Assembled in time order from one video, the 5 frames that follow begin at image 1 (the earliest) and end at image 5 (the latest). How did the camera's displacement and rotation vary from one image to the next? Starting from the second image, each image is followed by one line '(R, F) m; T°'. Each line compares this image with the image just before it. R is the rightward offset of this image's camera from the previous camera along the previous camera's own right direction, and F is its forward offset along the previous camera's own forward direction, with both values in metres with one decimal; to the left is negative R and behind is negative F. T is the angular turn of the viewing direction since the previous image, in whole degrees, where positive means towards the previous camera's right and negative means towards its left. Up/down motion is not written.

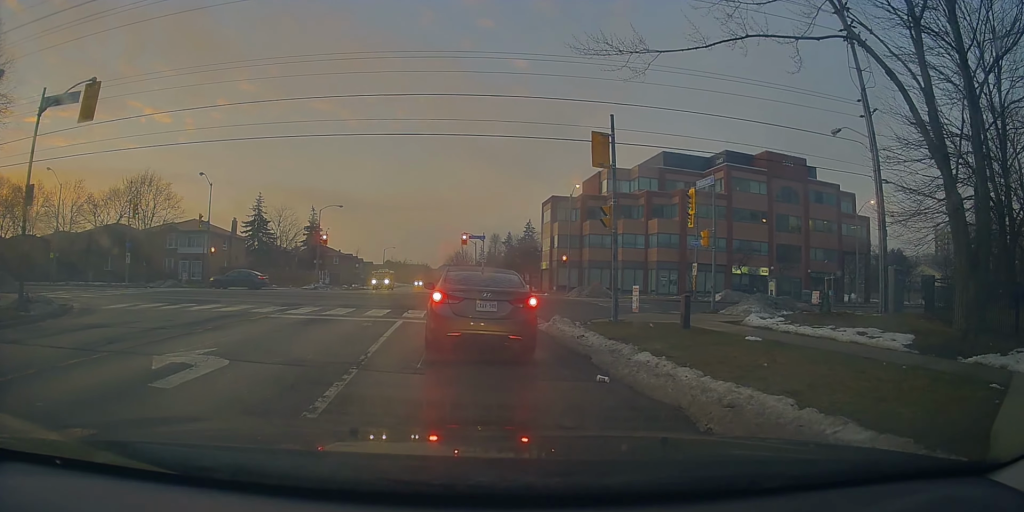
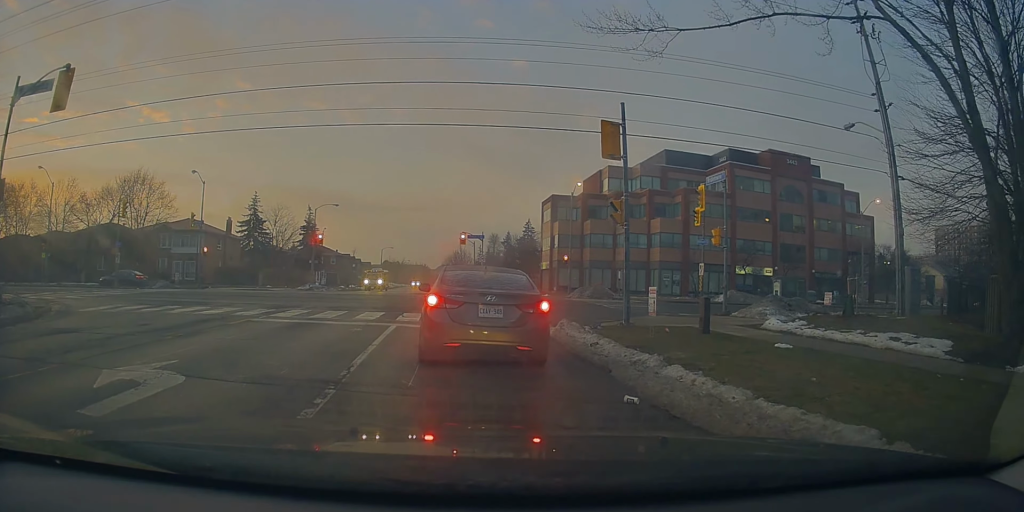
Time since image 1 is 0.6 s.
(+0.1, +1.2) m; +2°
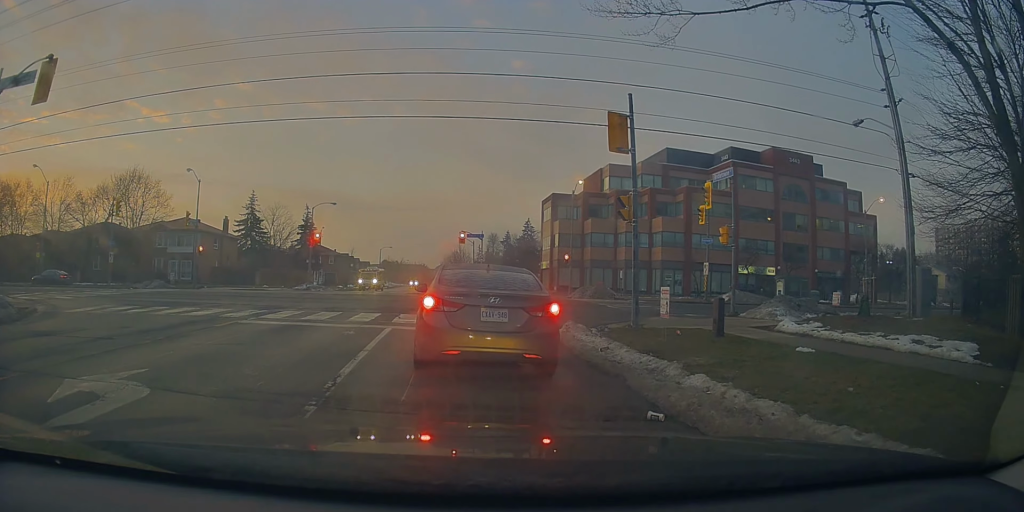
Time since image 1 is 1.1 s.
(+0.2, +0.9) m; 0°
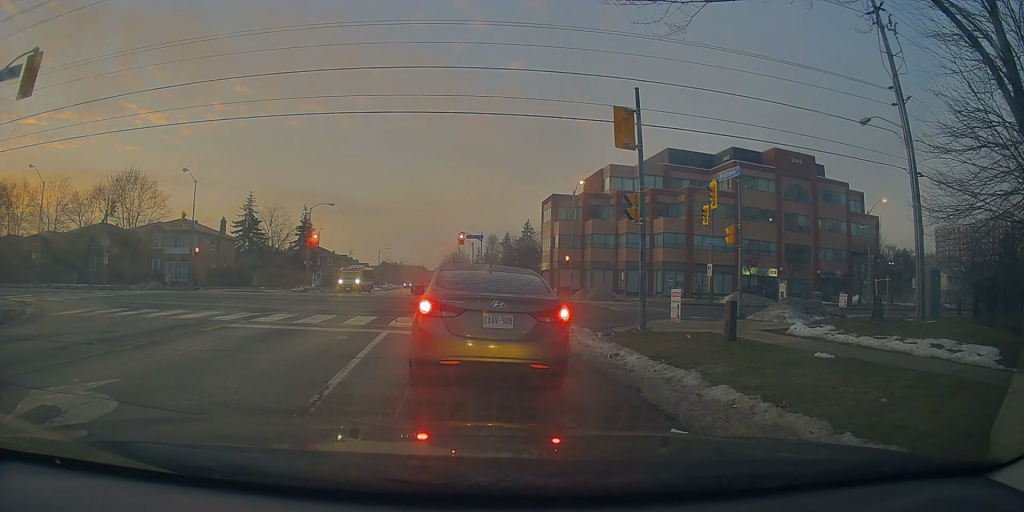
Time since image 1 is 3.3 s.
(+0.2, +1.0) m; 0°
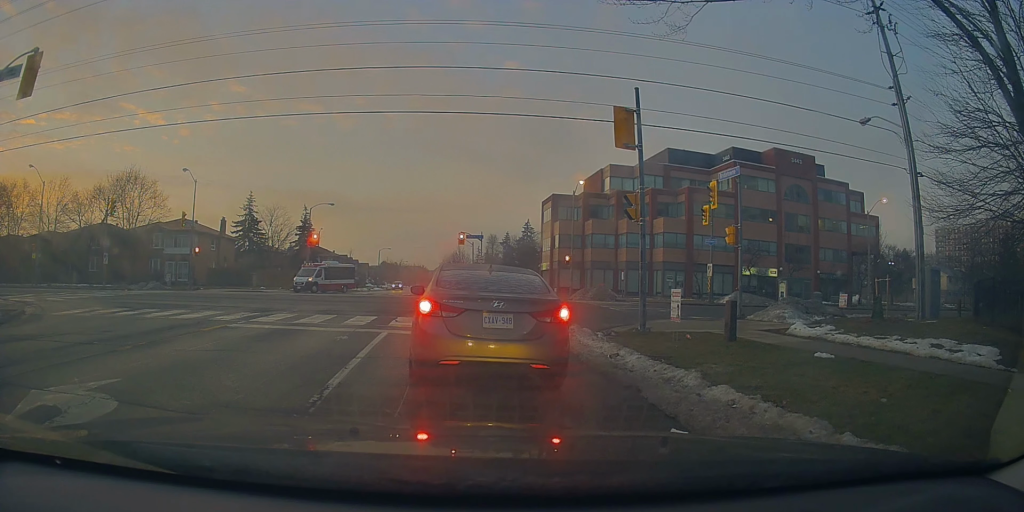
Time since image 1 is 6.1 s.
(+0.1, +0.3) m; 0°
